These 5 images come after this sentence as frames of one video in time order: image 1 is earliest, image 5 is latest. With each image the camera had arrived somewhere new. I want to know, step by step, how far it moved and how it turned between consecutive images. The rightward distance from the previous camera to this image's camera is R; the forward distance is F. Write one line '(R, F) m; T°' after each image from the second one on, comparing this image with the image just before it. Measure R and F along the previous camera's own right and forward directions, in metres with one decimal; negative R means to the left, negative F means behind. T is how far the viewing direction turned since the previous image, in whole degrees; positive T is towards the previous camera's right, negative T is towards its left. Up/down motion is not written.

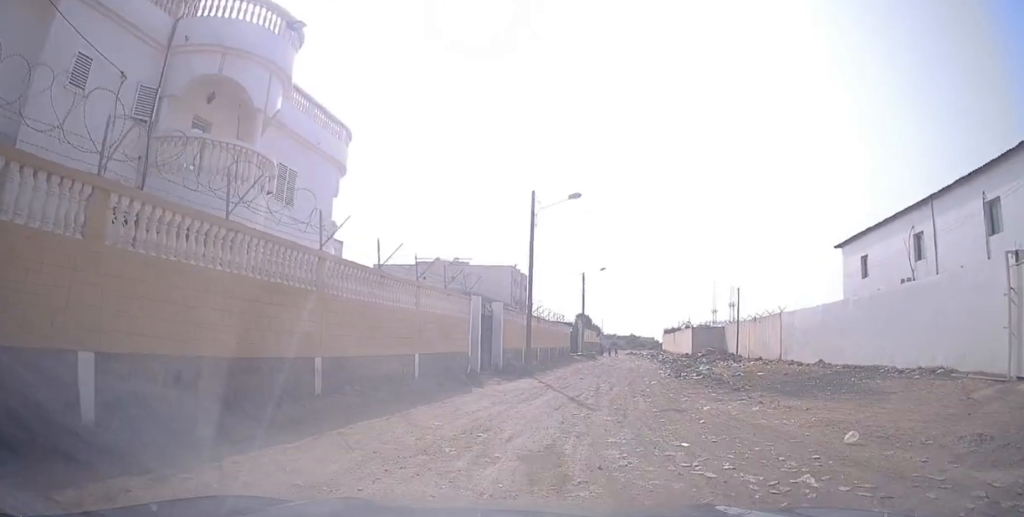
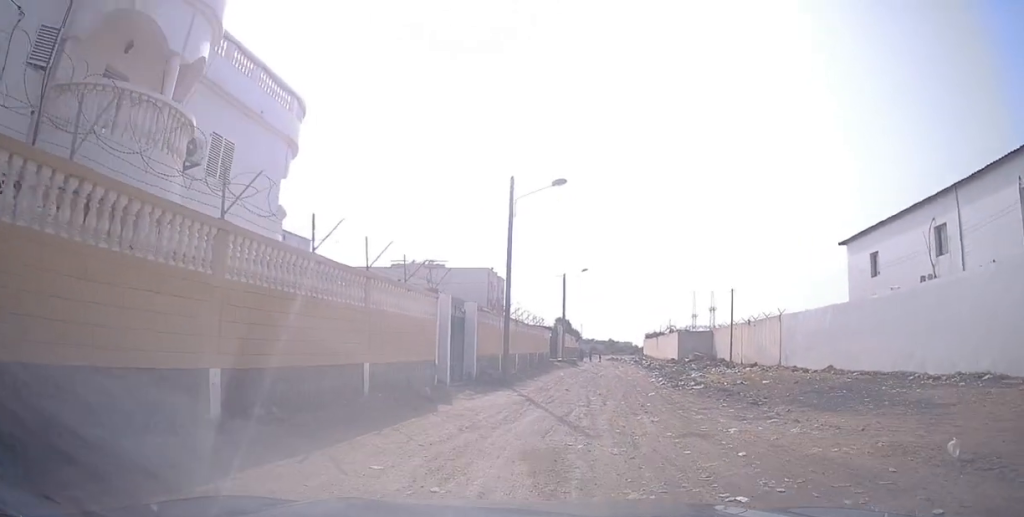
(0.0, +3.0) m; +1°
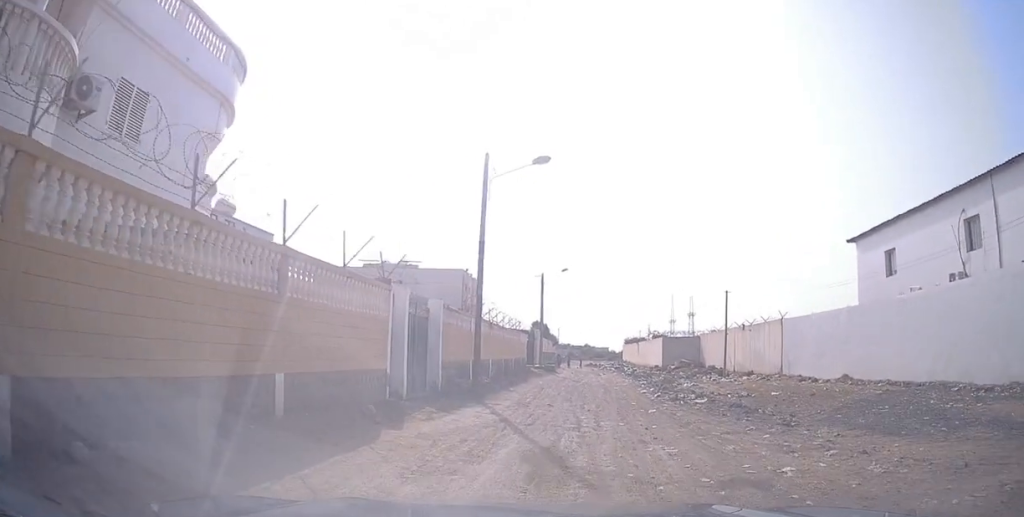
(0.0, +3.4) m; +5°
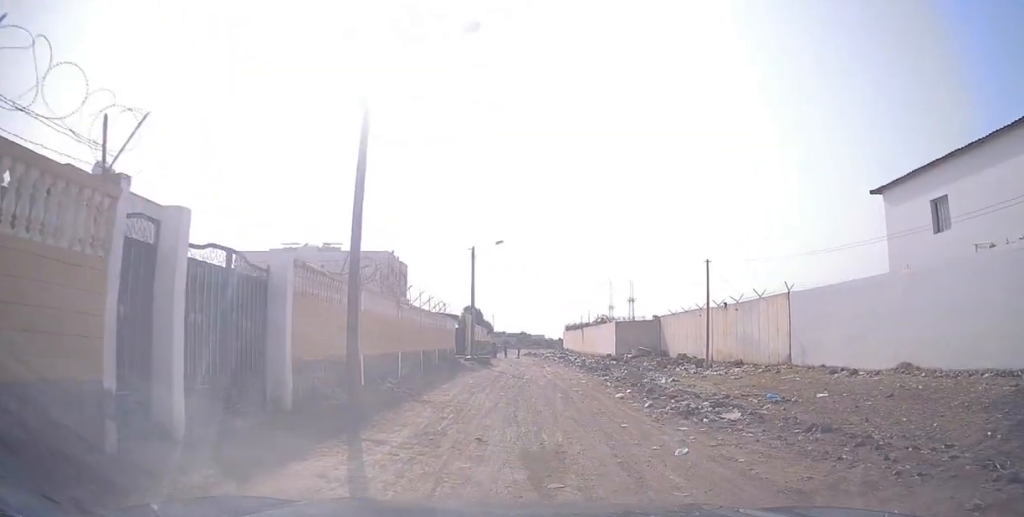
(+0.8, +7.4) m; +8°
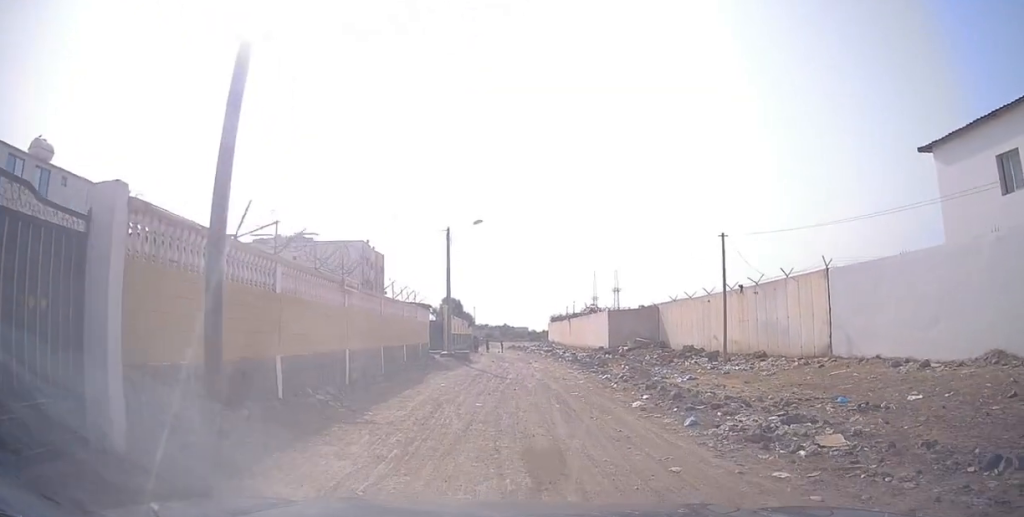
(0.0, +4.4) m; +2°
